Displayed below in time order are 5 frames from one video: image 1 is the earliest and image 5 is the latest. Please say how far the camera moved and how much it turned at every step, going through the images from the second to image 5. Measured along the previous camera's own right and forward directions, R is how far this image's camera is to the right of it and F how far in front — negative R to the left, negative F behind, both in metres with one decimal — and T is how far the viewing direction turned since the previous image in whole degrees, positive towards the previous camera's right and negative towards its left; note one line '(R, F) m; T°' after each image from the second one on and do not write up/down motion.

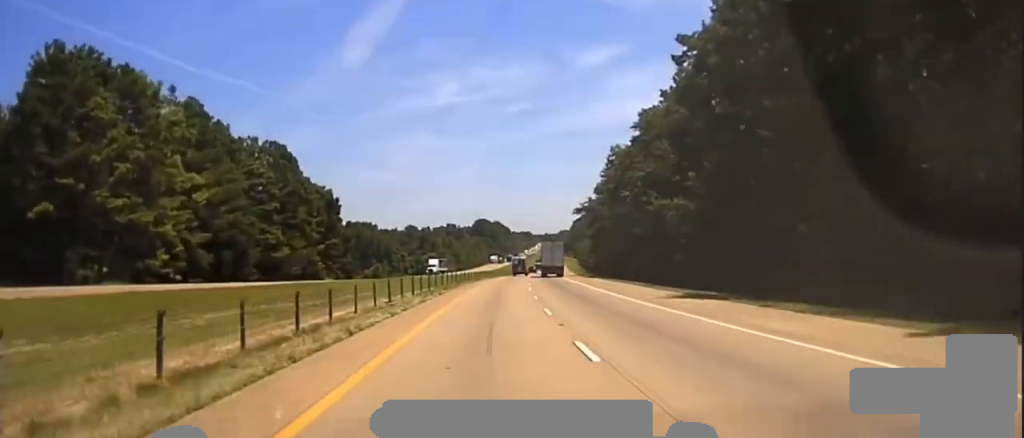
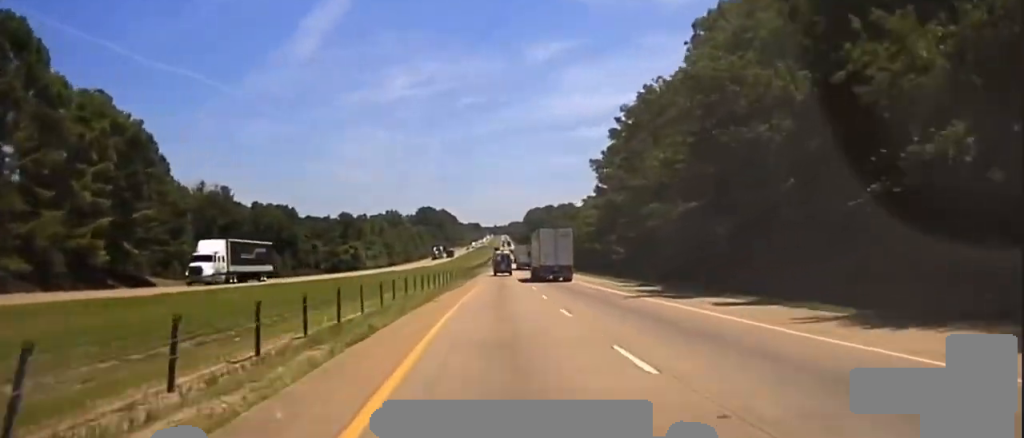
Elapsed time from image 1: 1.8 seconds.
(+2.6, +89.1) m; +3°
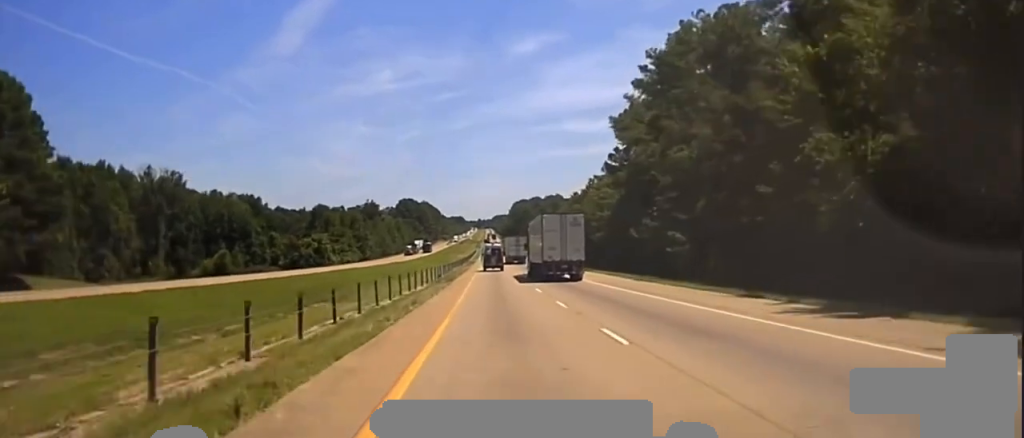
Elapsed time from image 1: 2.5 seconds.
(+0.1, +34.7) m; +1°
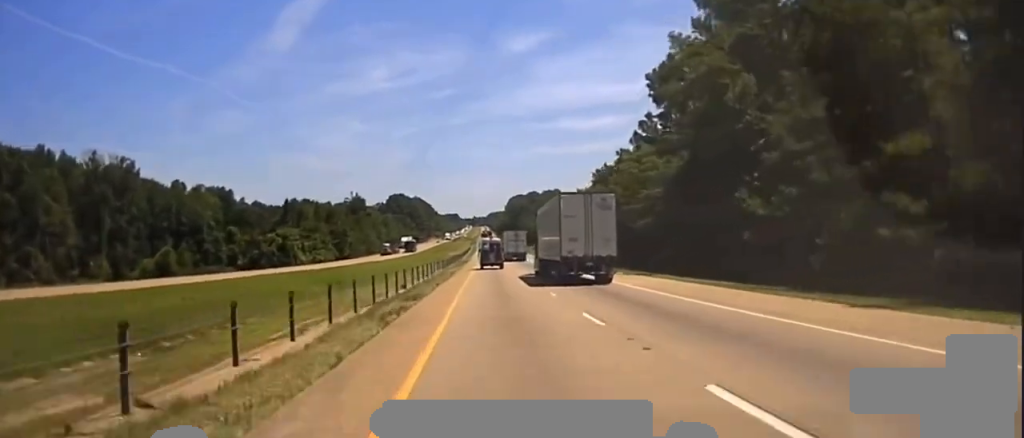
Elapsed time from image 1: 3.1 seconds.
(+0.5, +35.6) m; 0°
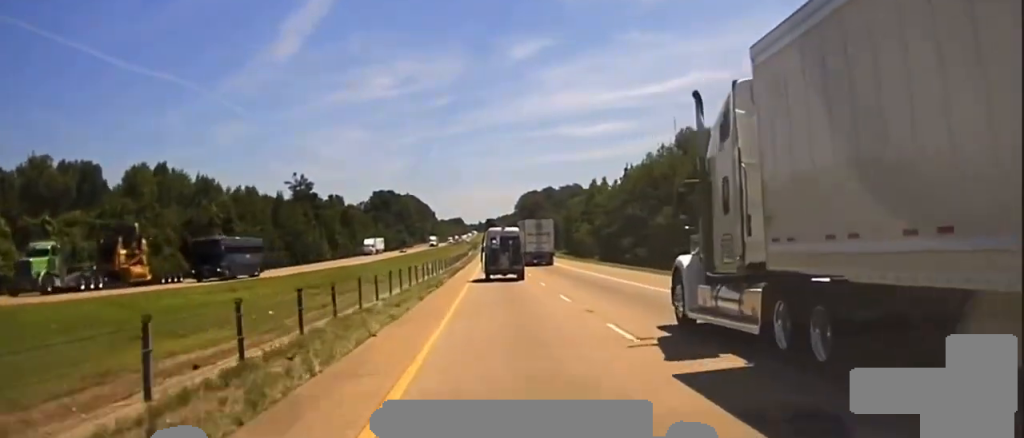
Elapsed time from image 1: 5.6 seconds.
(+0.2, +108.4) m; -1°
